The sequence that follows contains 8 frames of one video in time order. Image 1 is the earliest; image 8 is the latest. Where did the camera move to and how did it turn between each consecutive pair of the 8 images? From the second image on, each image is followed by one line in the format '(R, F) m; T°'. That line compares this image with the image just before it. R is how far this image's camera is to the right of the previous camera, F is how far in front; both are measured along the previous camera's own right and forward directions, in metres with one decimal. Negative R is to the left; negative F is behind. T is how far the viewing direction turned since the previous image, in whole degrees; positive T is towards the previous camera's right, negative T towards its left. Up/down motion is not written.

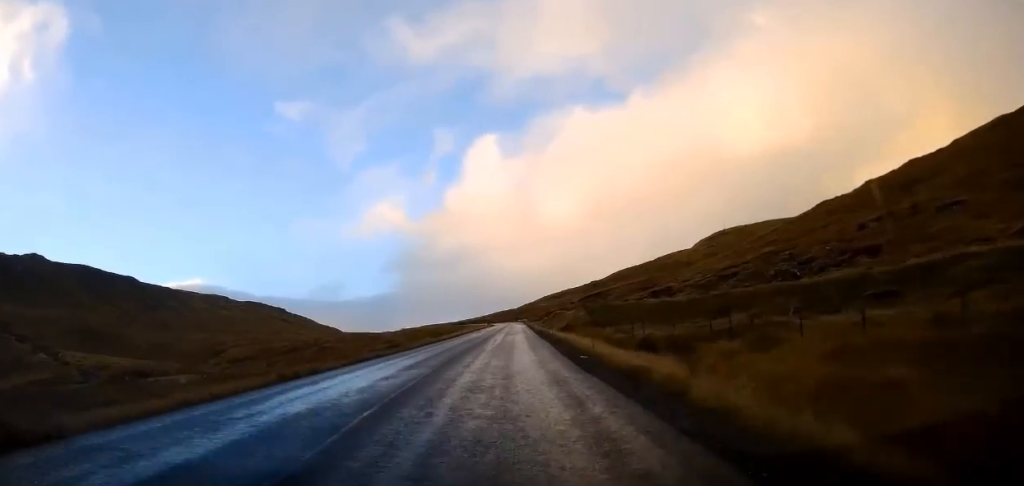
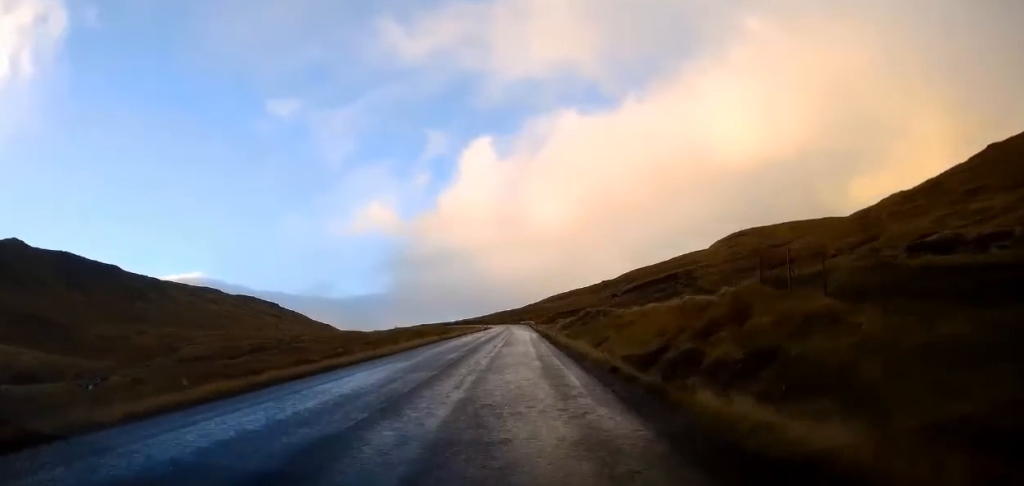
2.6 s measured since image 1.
(-0.2, +42.9) m; 0°
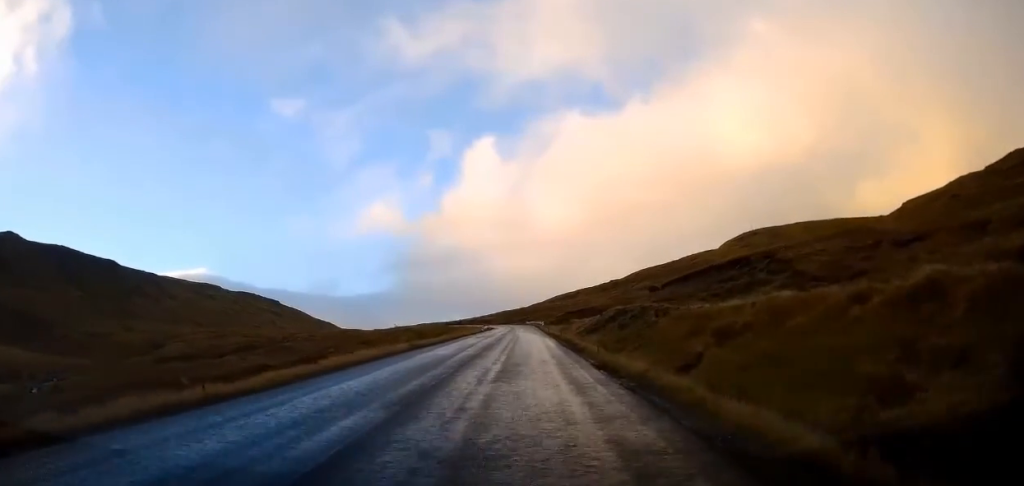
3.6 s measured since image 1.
(+0.1, +15.9) m; 0°
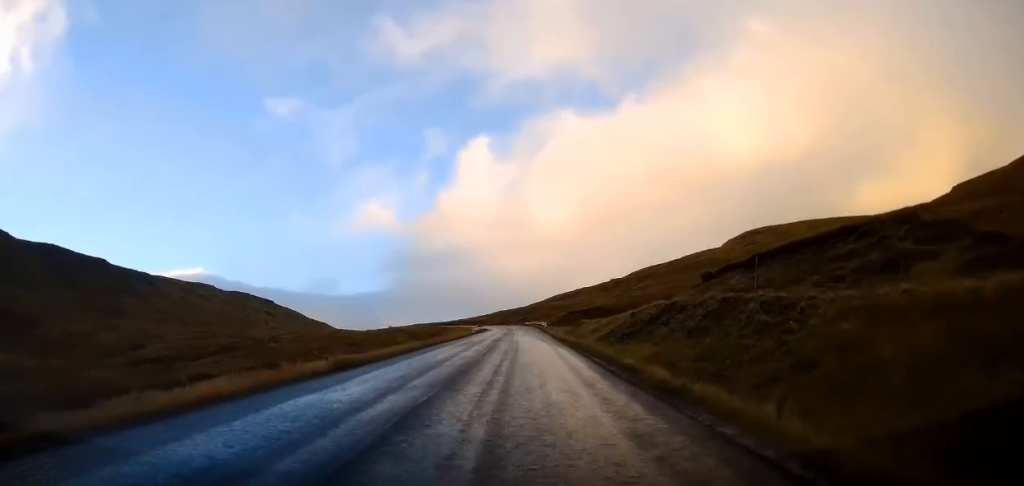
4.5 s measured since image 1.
(0.0, +14.3) m; 0°
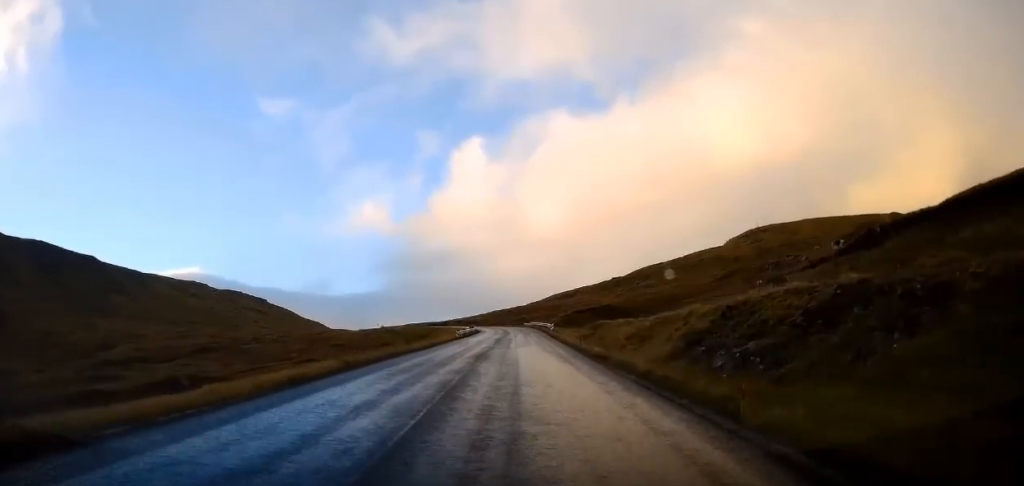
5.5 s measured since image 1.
(0.0, +17.0) m; 0°
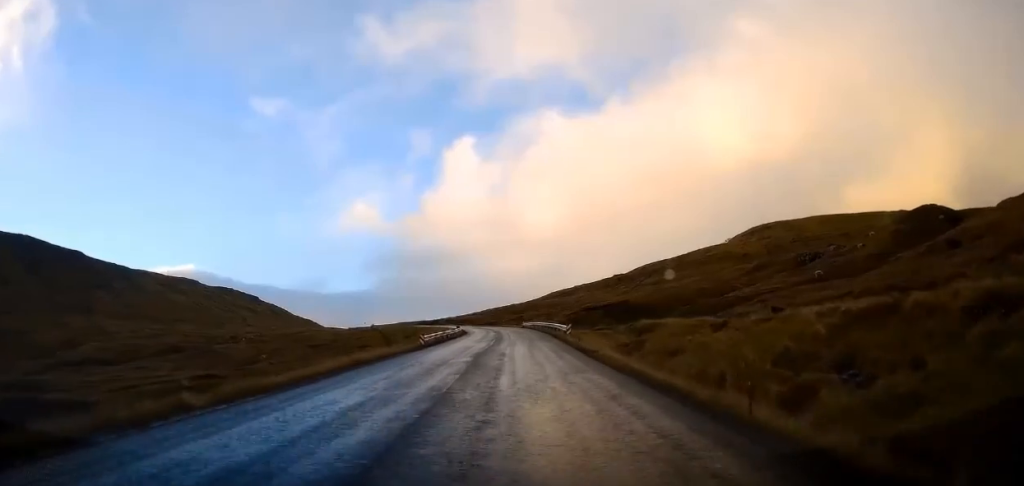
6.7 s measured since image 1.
(-0.1, +19.6) m; 0°
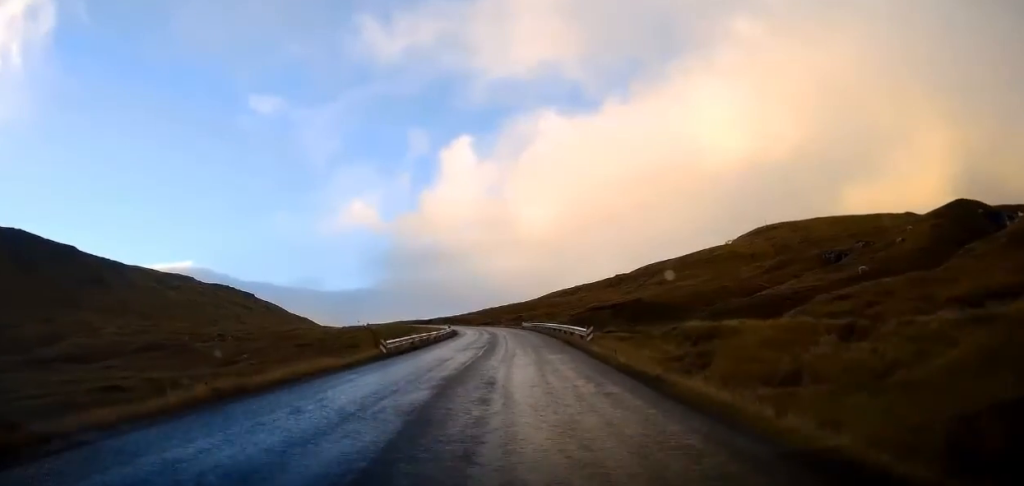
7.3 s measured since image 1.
(0.0, +10.3) m; 0°
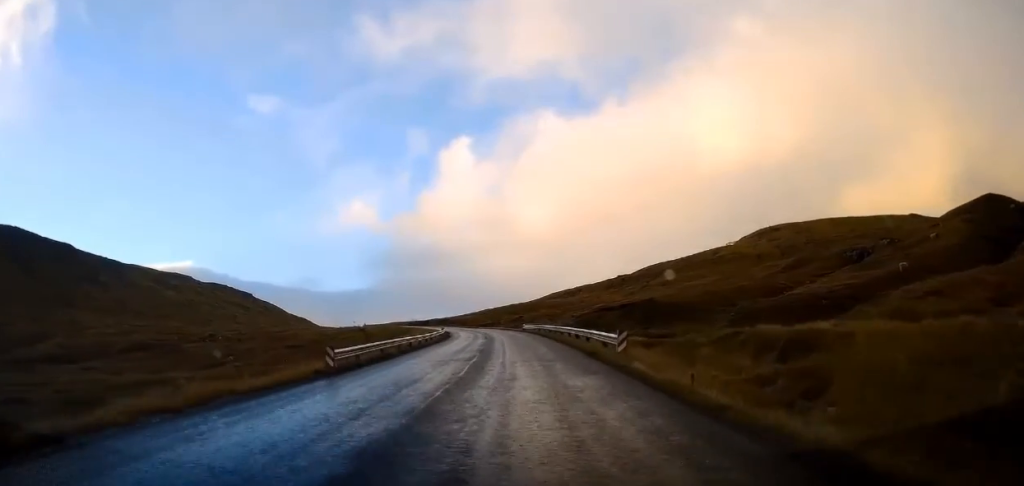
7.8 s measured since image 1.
(+0.3, +7.5) m; 0°
